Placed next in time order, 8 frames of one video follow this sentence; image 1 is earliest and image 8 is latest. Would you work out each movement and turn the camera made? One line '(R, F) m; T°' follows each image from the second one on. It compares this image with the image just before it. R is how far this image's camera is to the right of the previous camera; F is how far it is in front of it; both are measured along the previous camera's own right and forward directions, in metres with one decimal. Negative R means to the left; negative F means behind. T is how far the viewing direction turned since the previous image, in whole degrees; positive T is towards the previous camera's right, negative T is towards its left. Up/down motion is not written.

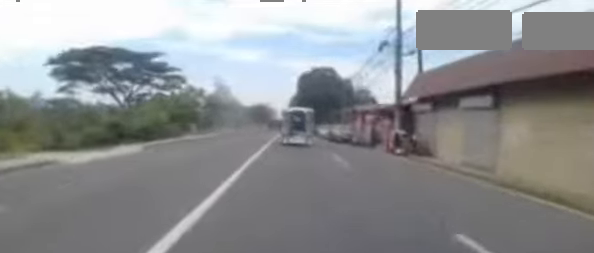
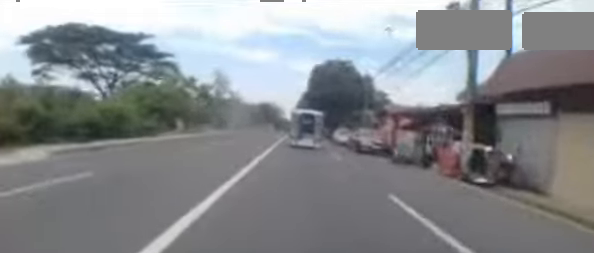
(+0.2, +6.9) m; 0°
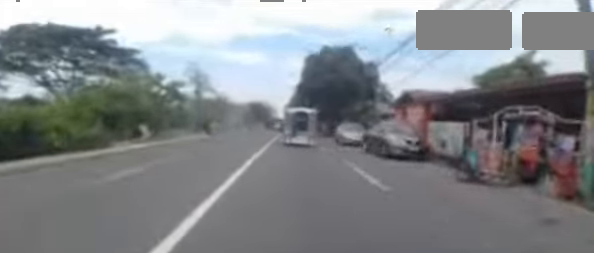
(+0.2, +6.0) m; 0°
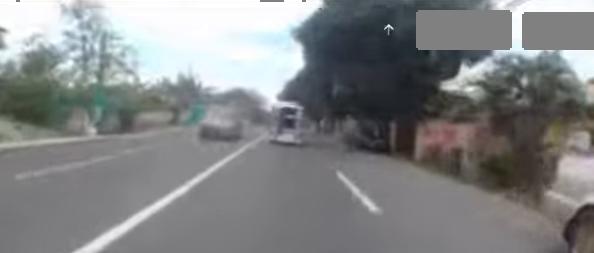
(0.0, +18.6) m; +6°
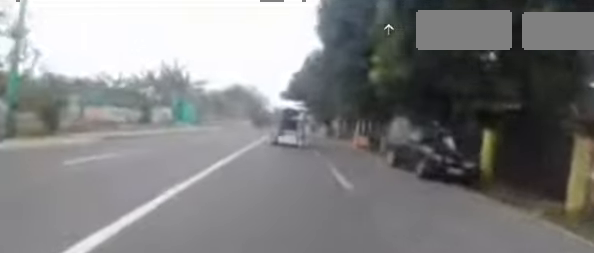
(+0.4, +8.0) m; +1°
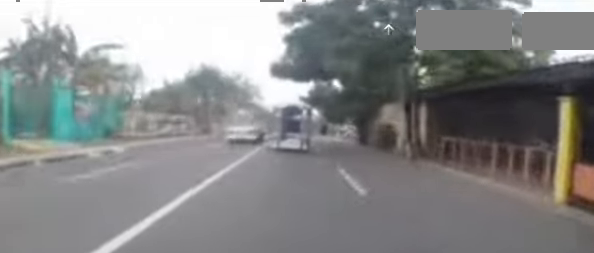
(-1.0, +18.4) m; -6°
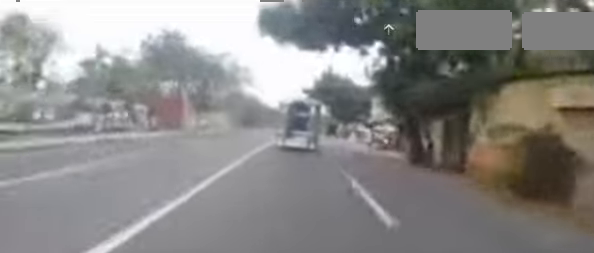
(-0.1, +10.0) m; +1°
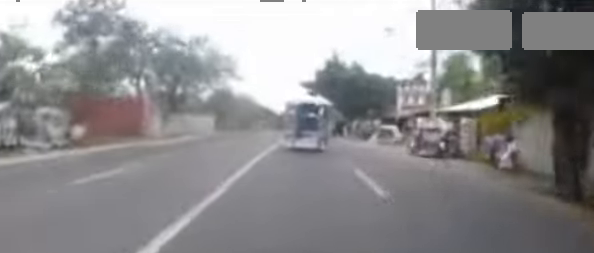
(+0.2, +7.7) m; +2°
